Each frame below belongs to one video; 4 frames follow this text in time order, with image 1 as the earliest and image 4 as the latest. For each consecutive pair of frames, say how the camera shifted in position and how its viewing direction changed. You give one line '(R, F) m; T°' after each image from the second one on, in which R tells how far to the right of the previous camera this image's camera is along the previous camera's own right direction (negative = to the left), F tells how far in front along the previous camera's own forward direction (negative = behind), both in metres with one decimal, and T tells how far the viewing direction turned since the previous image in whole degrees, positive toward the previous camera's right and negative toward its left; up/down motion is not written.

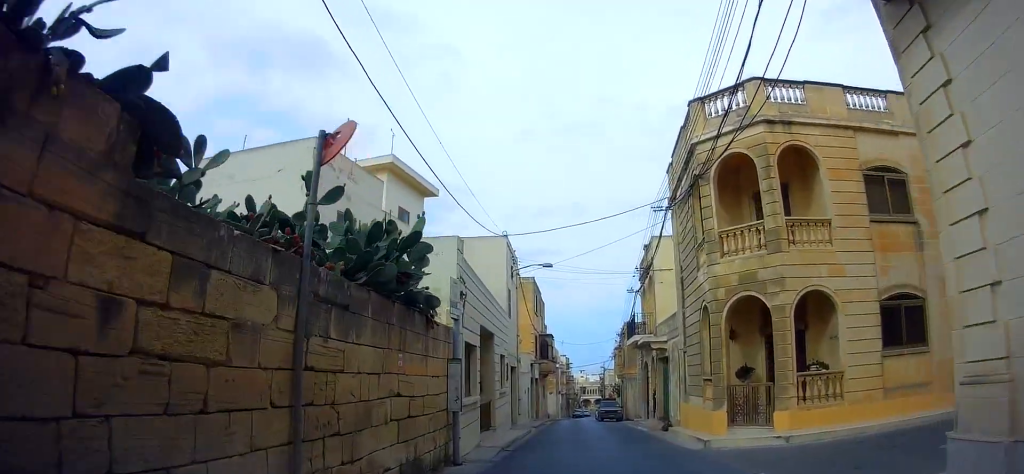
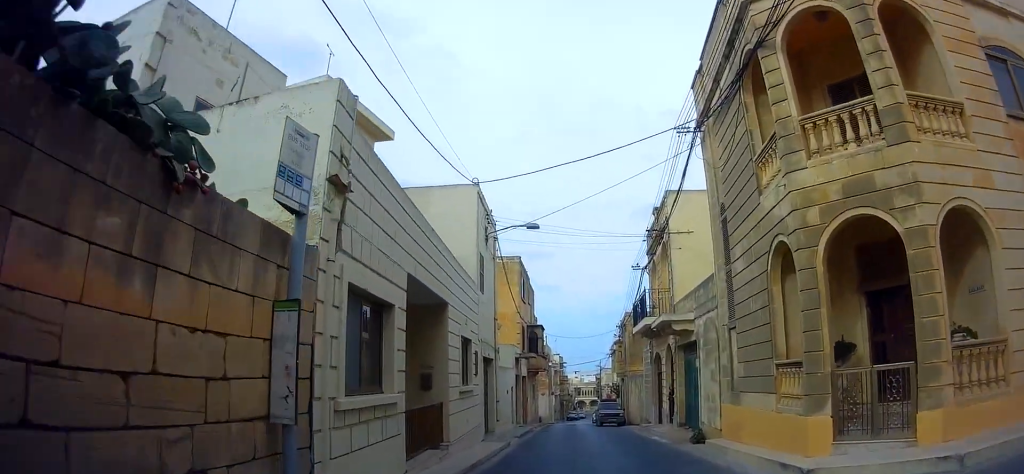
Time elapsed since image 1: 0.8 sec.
(0.0, +6.4) m; +1°
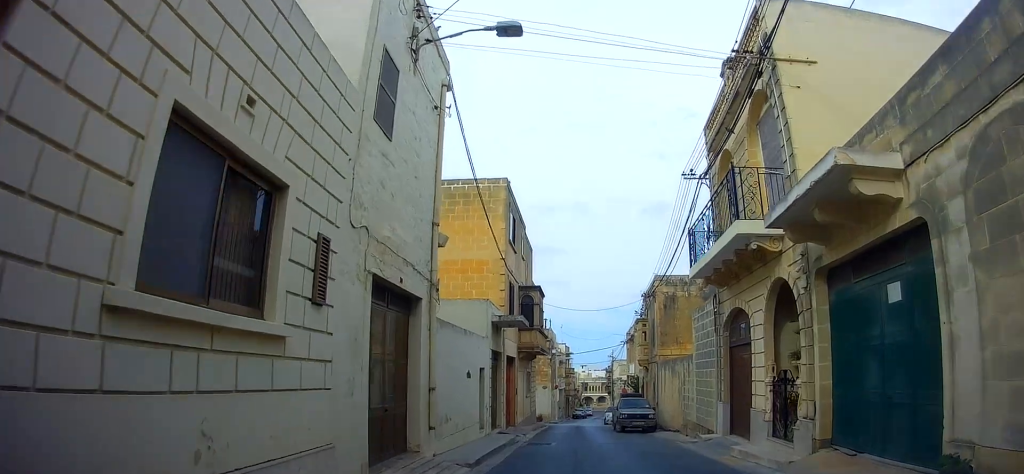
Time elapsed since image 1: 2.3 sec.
(-0.5, +10.5) m; -6°
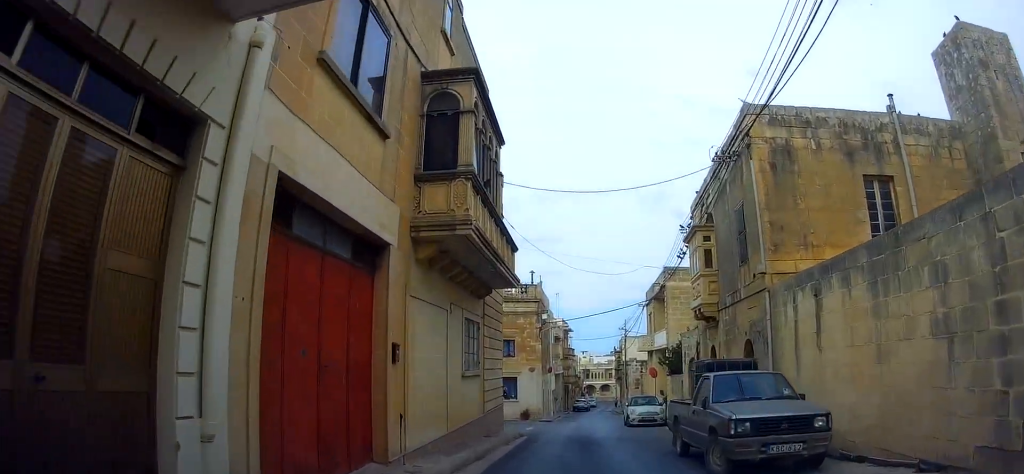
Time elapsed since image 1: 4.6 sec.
(+0.7, +16.5) m; +1°
